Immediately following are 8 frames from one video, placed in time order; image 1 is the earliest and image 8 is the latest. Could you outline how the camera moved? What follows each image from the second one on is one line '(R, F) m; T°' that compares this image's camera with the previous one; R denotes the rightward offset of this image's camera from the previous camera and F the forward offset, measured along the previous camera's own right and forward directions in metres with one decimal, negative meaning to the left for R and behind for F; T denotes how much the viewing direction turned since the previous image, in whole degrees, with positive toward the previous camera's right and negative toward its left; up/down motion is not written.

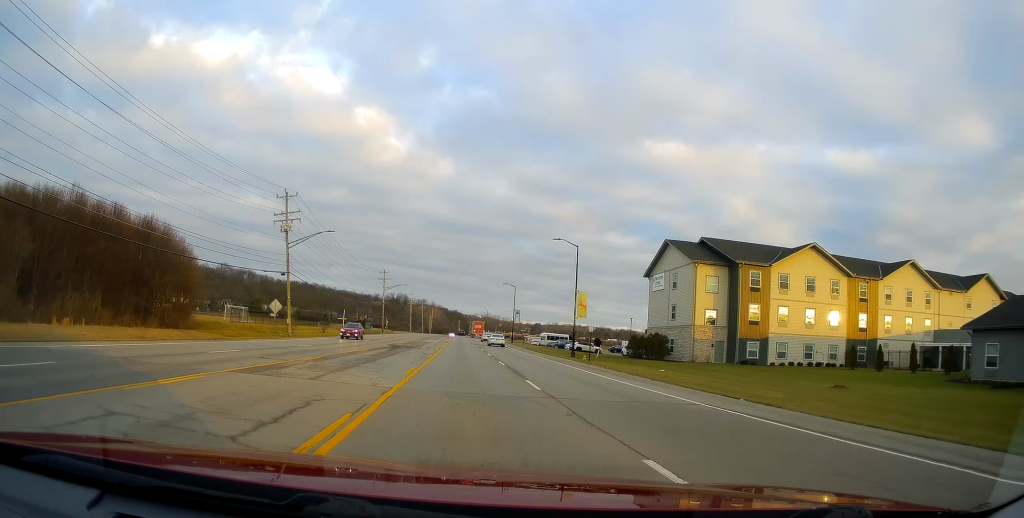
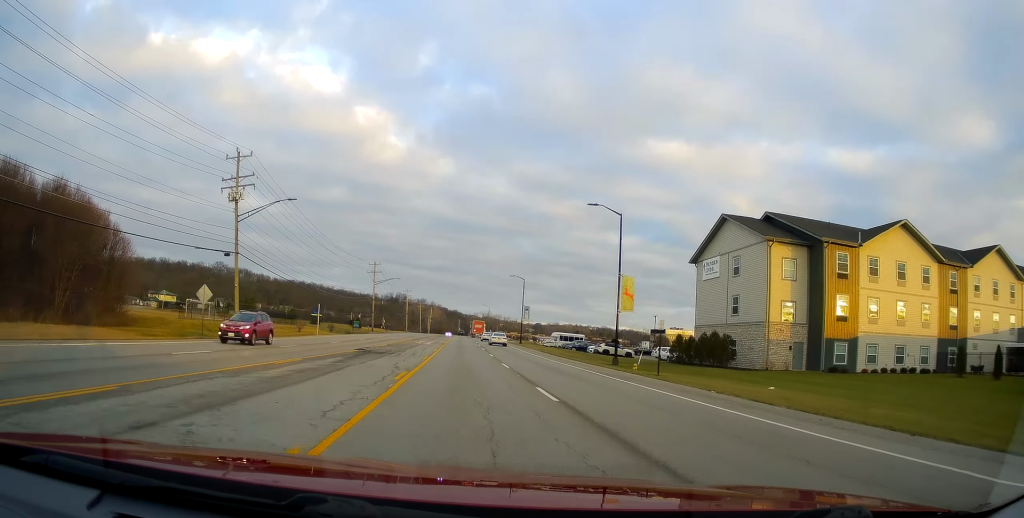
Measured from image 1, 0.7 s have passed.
(-0.2, +15.0) m; 0°
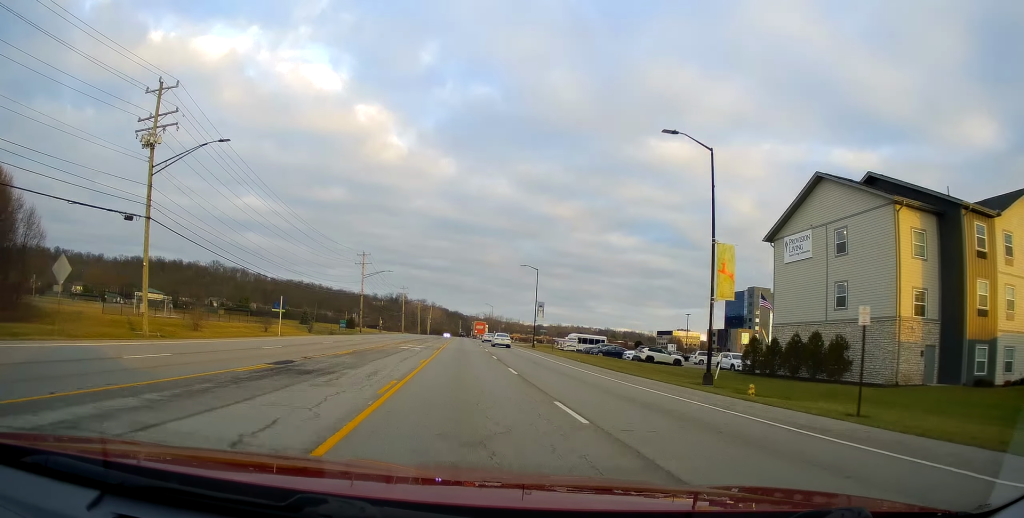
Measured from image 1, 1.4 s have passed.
(+0.2, +15.1) m; +1°
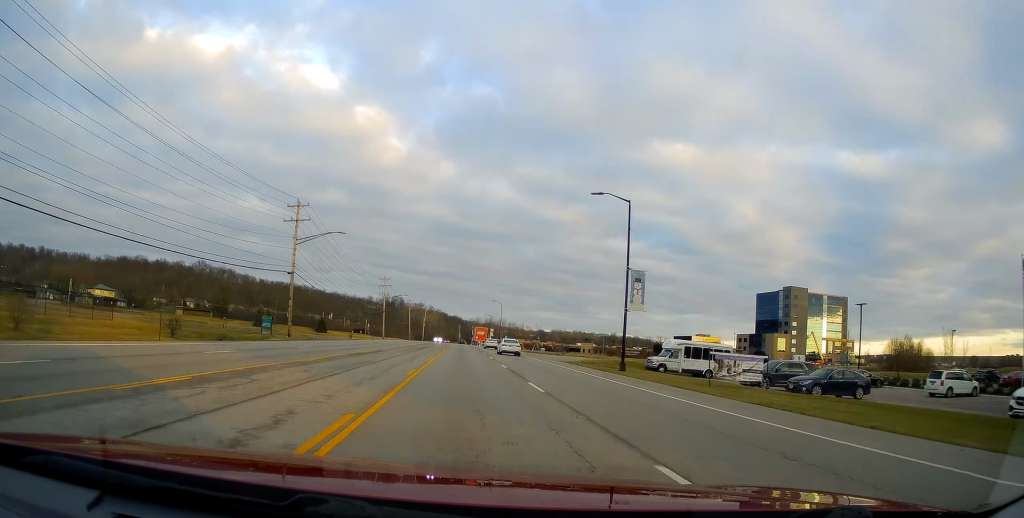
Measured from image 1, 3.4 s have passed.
(+1.1, +42.7) m; 0°
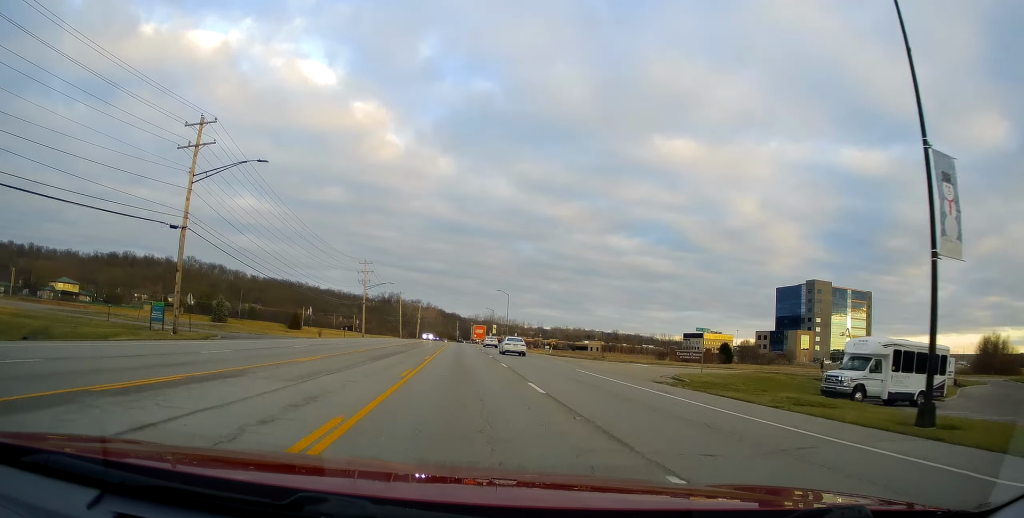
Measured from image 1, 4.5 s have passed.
(-1.1, +24.8) m; -1°
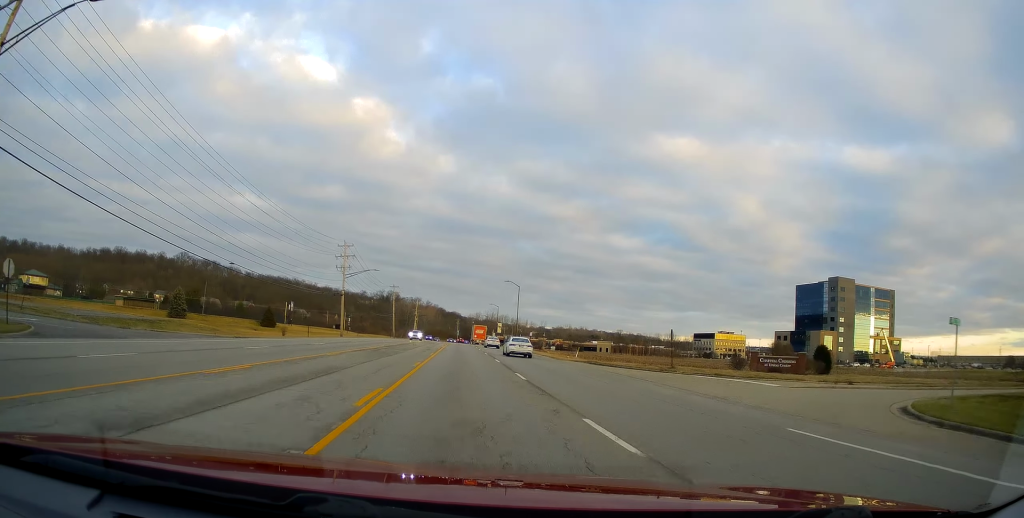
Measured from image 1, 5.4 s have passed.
(+0.6, +19.6) m; +2°
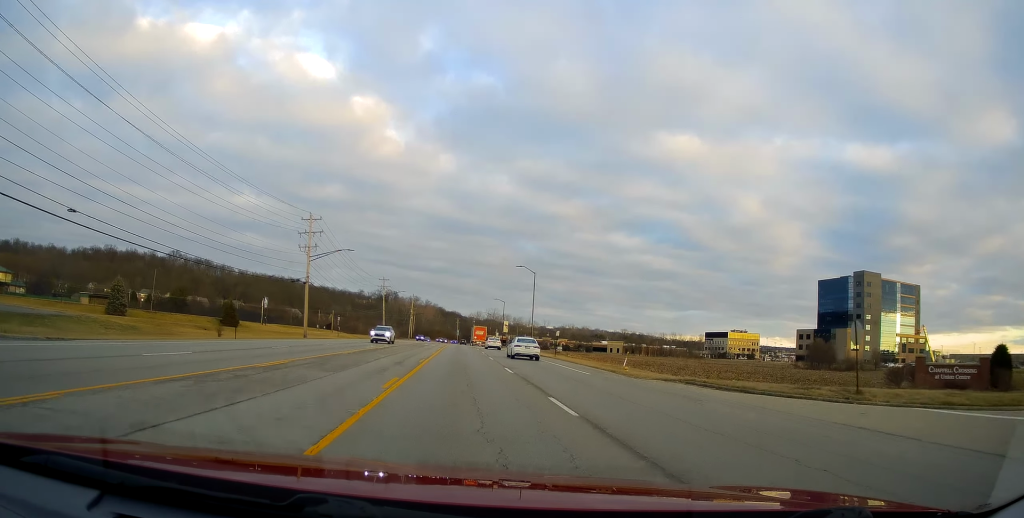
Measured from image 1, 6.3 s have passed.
(+0.1, +20.3) m; 0°
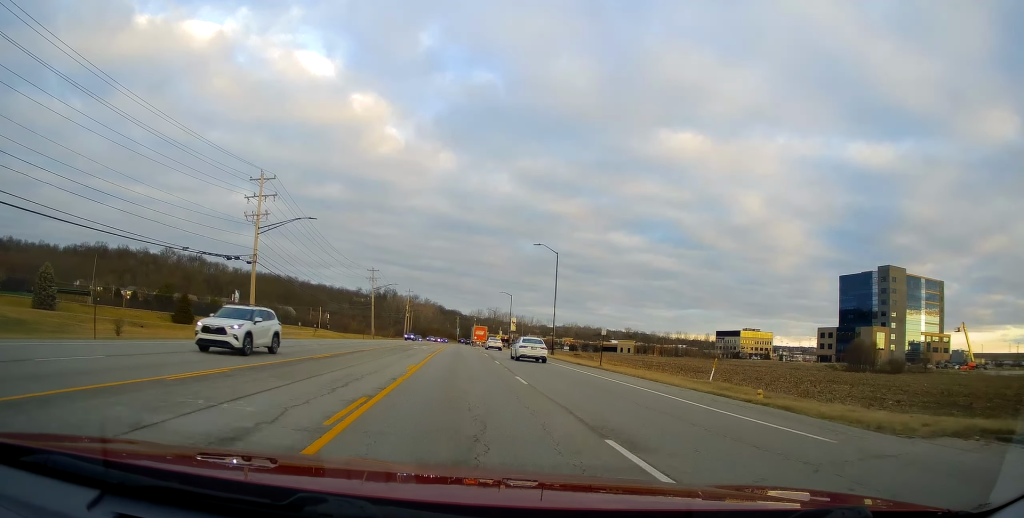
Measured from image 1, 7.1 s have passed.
(-0.1, +17.6) m; 0°
